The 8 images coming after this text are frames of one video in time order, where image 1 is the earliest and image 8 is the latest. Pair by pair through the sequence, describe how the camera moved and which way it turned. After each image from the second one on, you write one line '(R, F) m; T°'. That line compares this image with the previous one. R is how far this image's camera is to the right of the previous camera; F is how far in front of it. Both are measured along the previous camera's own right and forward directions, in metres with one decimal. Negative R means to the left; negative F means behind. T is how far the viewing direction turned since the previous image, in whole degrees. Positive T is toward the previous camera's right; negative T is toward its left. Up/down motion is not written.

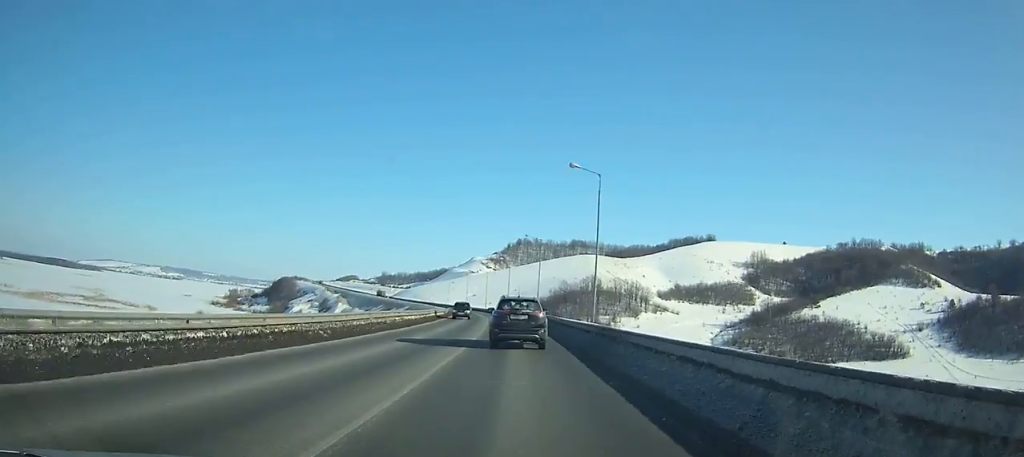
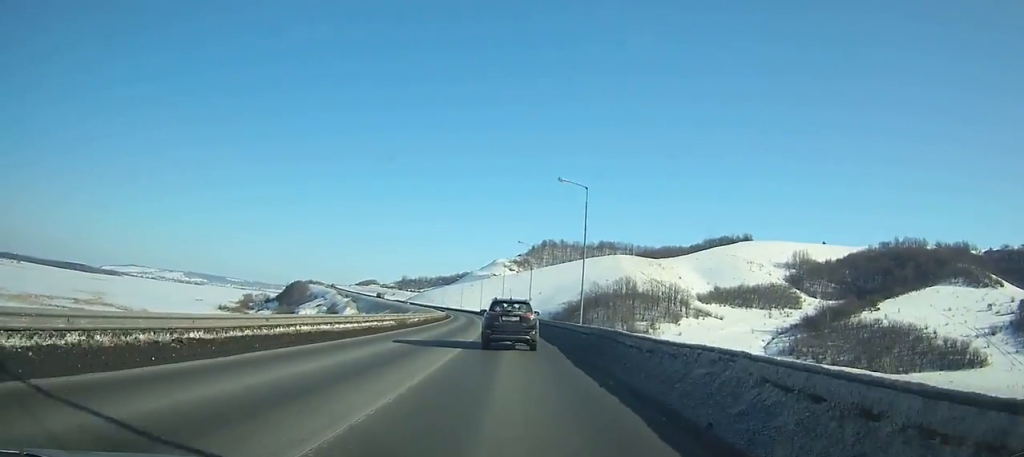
(-0.4, +36.2) m; -3°
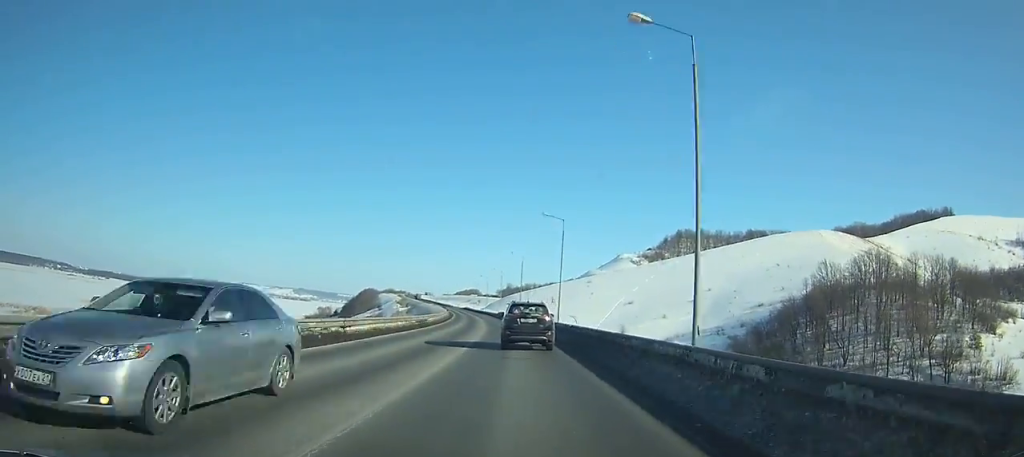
(-12.8, +141.2) m; -10°
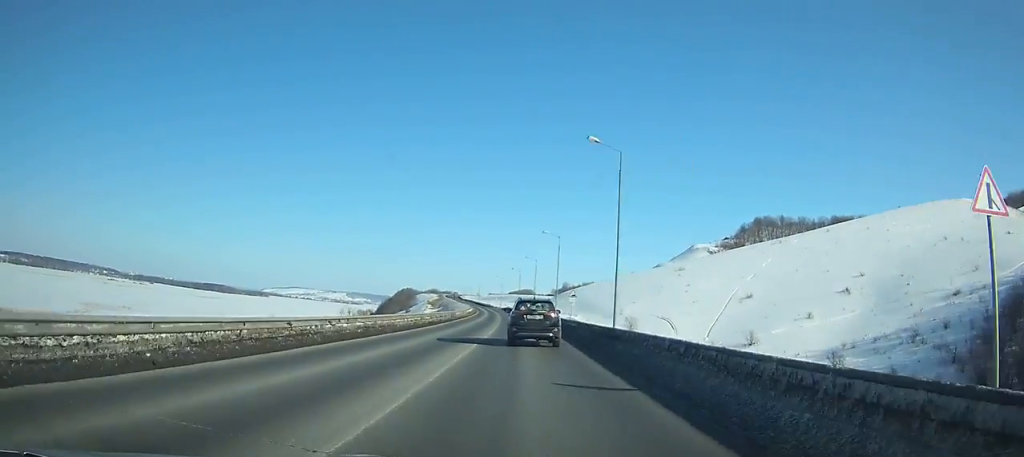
(-2.6, +62.5) m; -5°
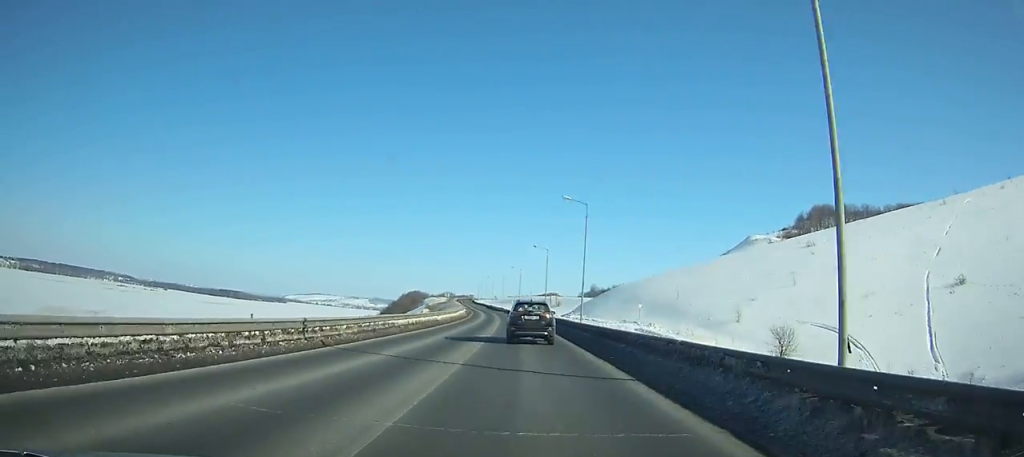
(-2.4, +62.1) m; -4°
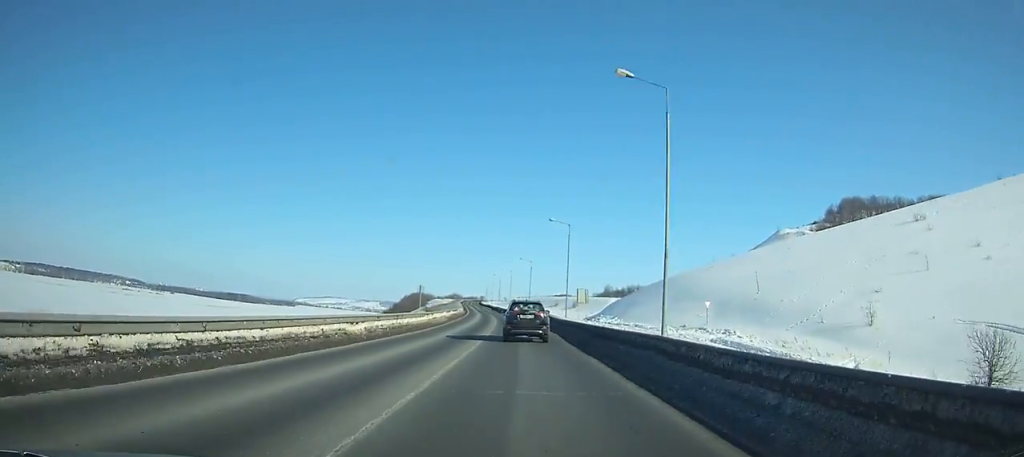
(-0.5, +27.7) m; -1°
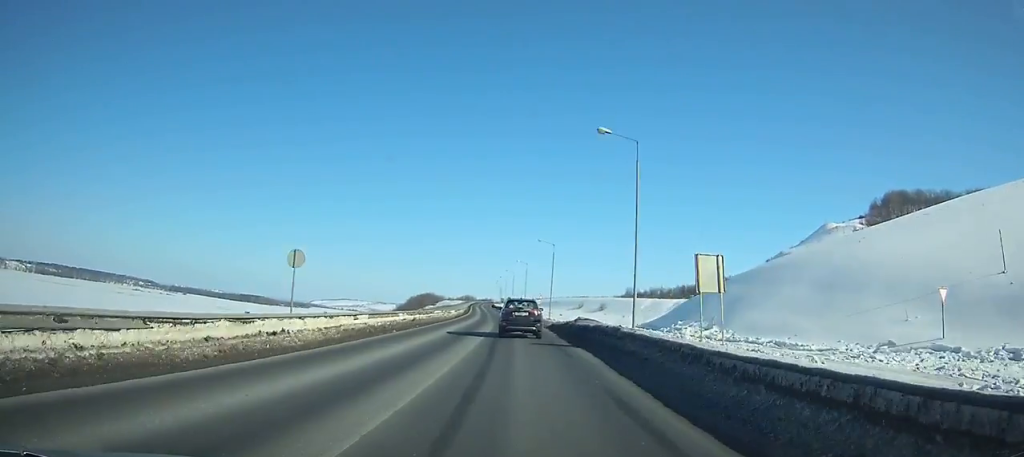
(-0.3, +32.0) m; -2°
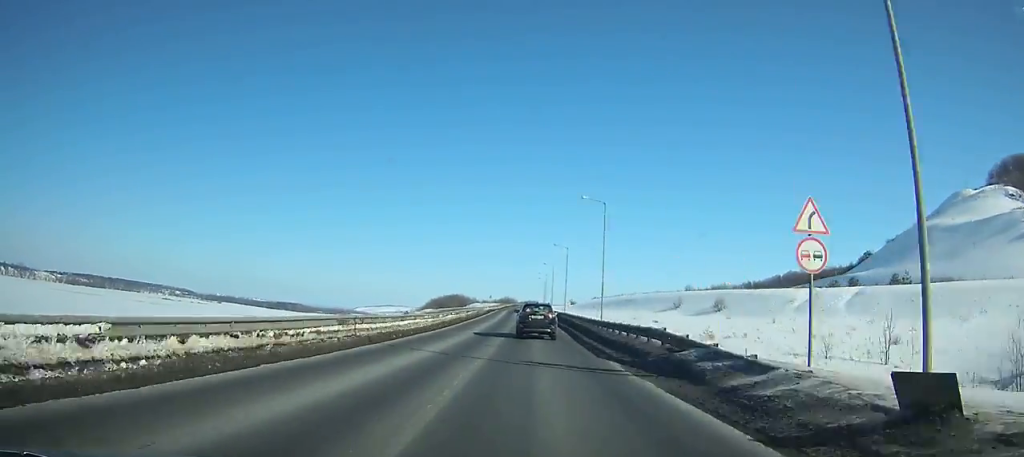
(-2.1, +67.9) m; -3°
